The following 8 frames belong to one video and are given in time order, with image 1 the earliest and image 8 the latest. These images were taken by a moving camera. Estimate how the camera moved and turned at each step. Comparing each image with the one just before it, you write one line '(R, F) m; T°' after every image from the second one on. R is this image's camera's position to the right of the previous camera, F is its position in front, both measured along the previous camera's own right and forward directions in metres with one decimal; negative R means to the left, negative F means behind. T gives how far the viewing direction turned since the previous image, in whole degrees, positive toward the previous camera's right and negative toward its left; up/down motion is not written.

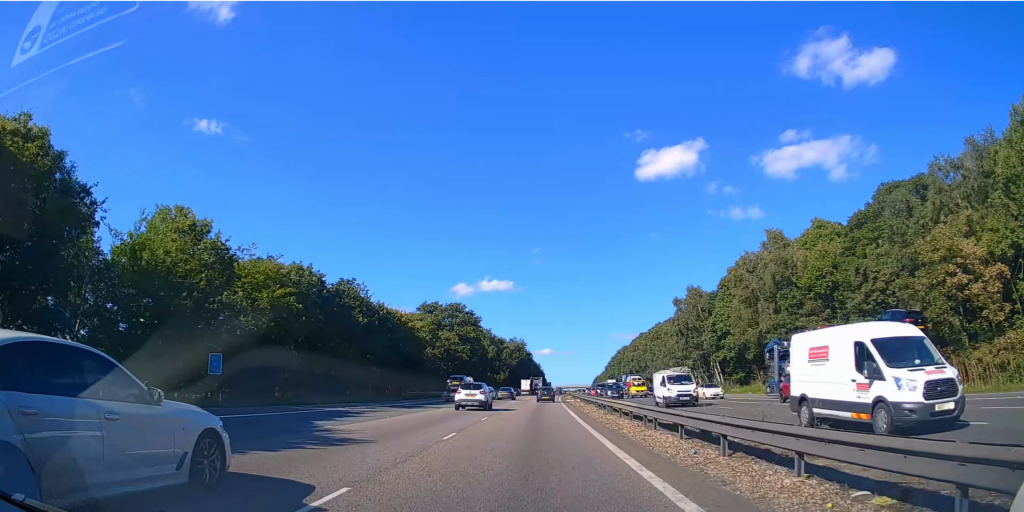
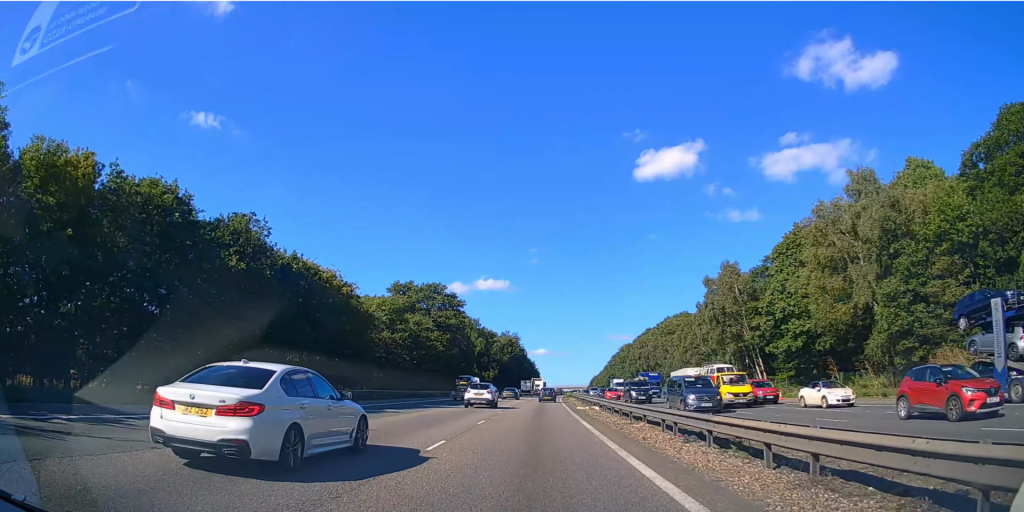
(+0.3, +22.6) m; +1°
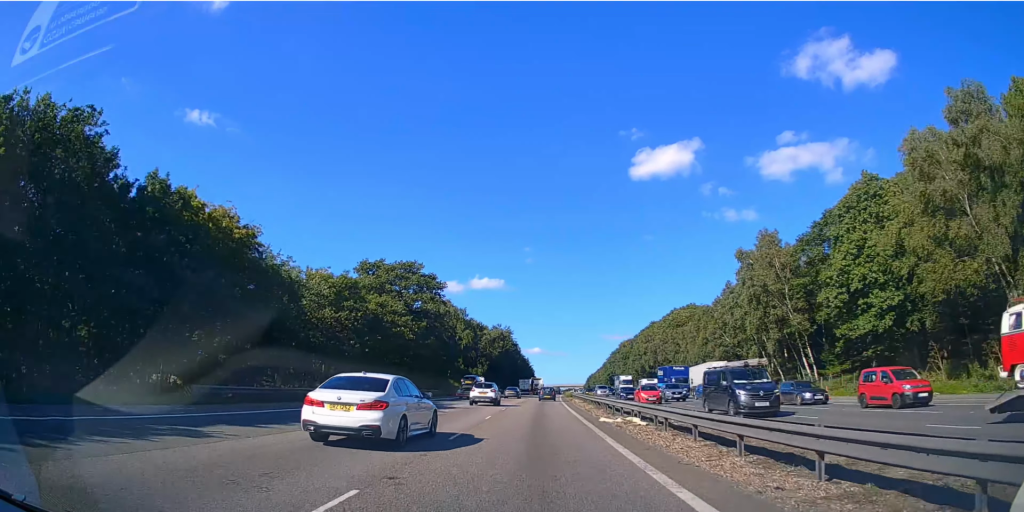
(+0.1, +16.4) m; 0°
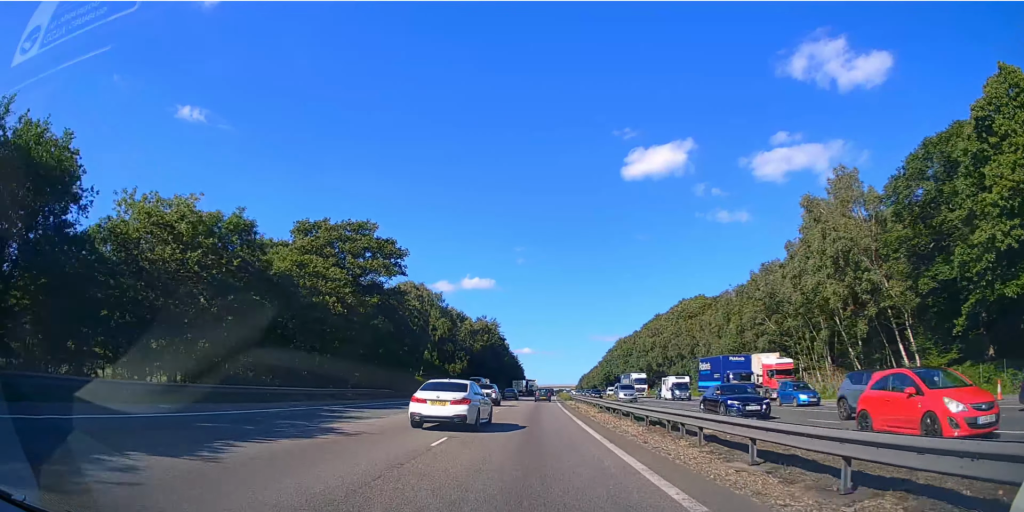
(0.0, +22.5) m; +1°
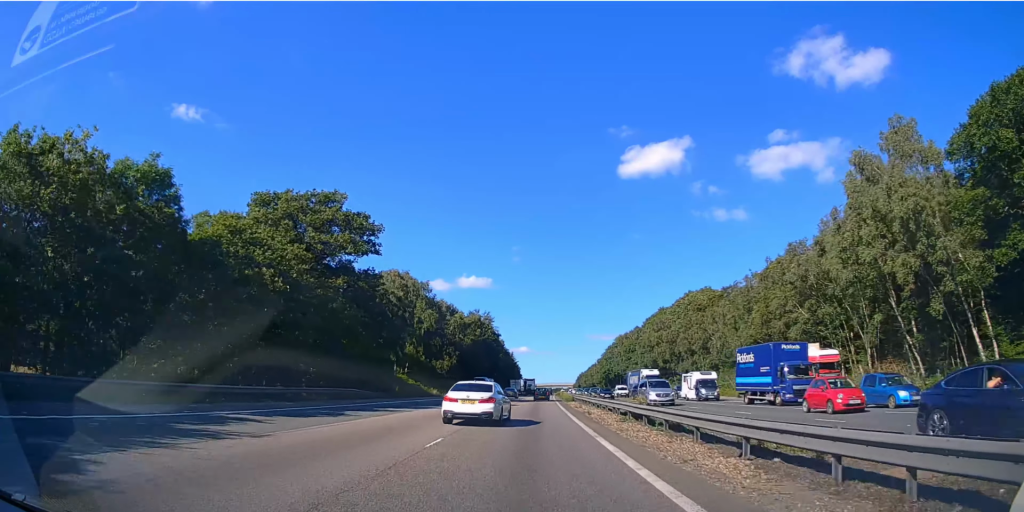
(0.0, +11.2) m; 0°
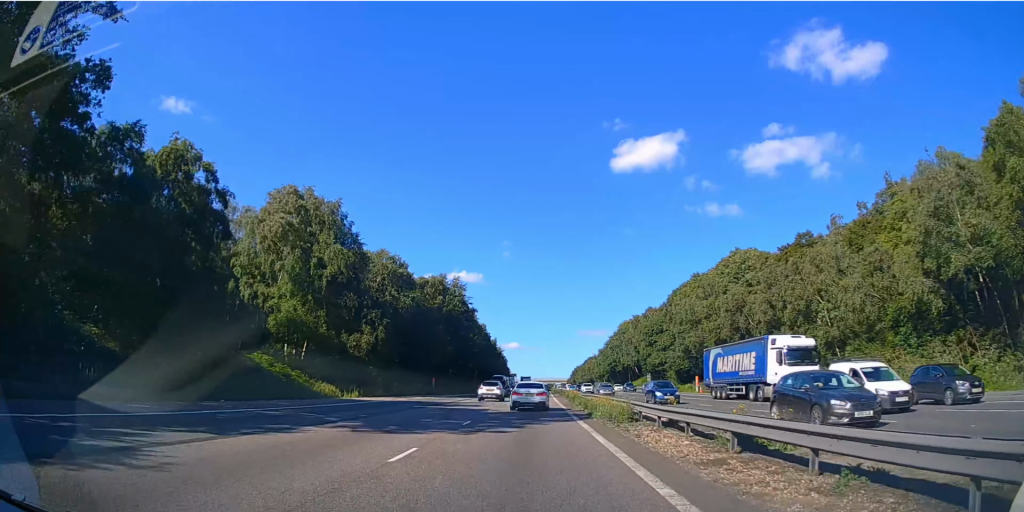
(+0.6, +40.9) m; +1°
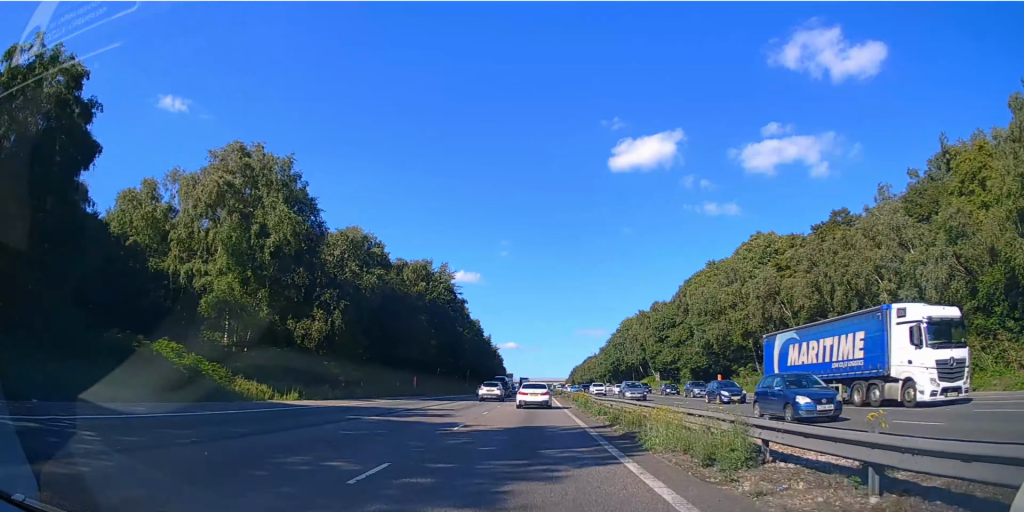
(0.0, +13.1) m; 0°
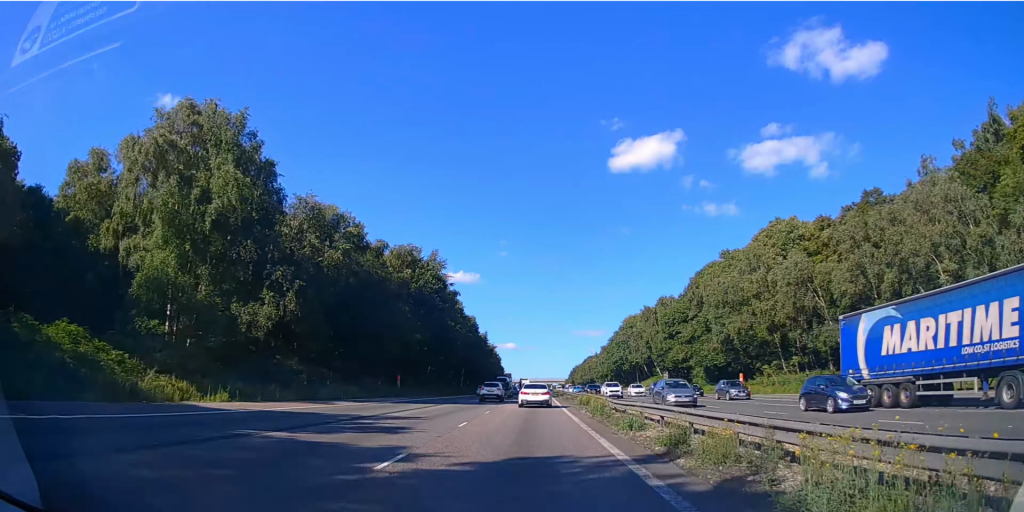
(0.0, +9.7) m; 0°
